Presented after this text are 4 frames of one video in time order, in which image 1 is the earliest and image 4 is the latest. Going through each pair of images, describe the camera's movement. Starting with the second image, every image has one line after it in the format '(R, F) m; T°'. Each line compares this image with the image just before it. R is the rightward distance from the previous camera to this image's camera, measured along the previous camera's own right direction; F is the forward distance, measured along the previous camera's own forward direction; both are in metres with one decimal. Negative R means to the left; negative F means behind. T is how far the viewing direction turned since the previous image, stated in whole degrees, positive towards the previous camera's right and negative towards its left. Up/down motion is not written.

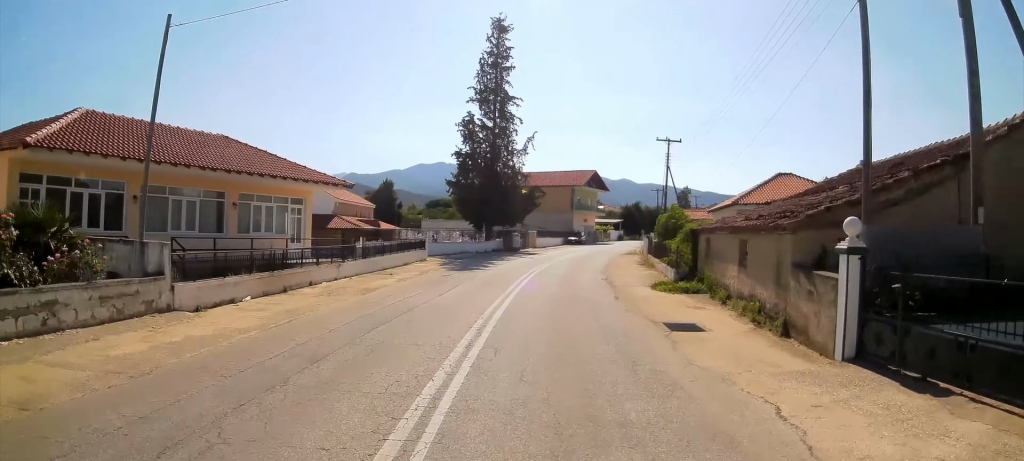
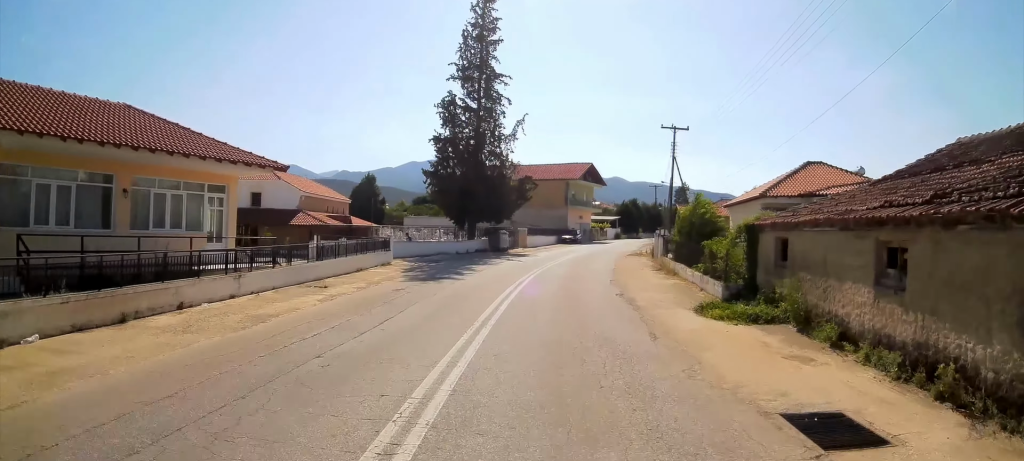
(0.0, +6.5) m; +1°
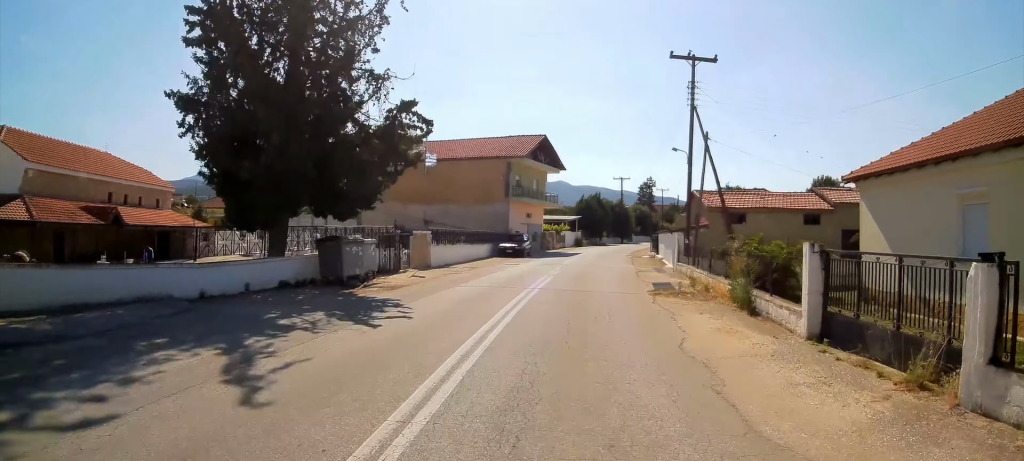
(+1.4, +24.2) m; +6°
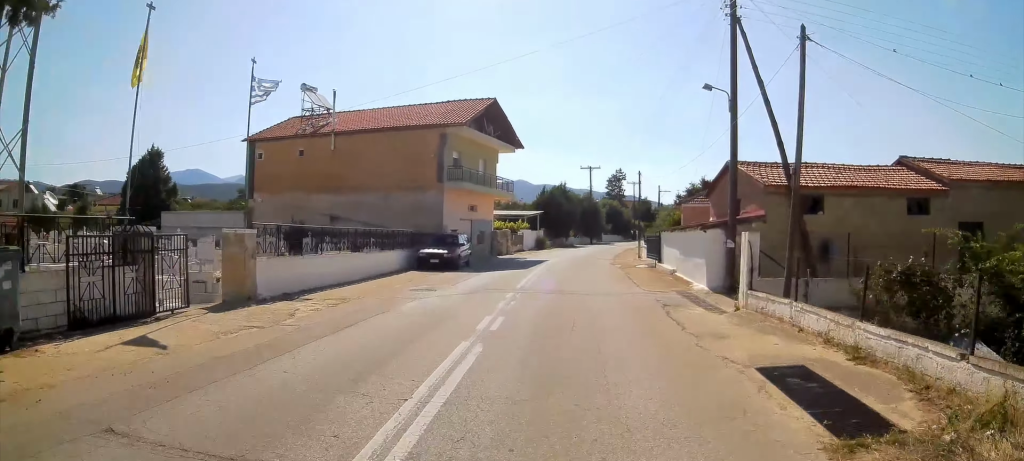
(0.0, +13.4) m; +1°
